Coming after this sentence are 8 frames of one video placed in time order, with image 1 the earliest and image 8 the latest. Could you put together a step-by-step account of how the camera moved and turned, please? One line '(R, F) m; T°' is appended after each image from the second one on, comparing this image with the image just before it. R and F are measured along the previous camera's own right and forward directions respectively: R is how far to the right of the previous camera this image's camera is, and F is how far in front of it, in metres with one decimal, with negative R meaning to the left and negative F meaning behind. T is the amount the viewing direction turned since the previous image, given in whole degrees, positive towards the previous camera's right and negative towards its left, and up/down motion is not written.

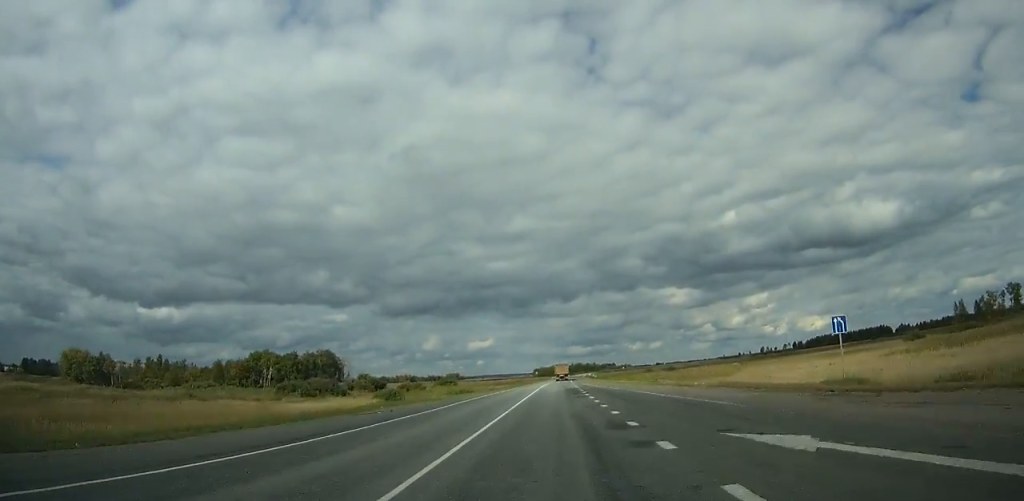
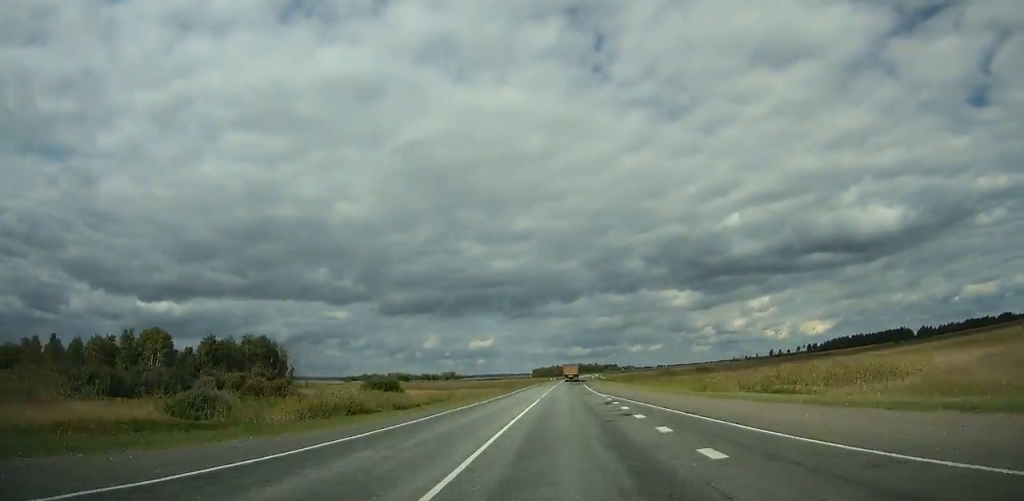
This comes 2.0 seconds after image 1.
(+0.1, +47.3) m; 0°
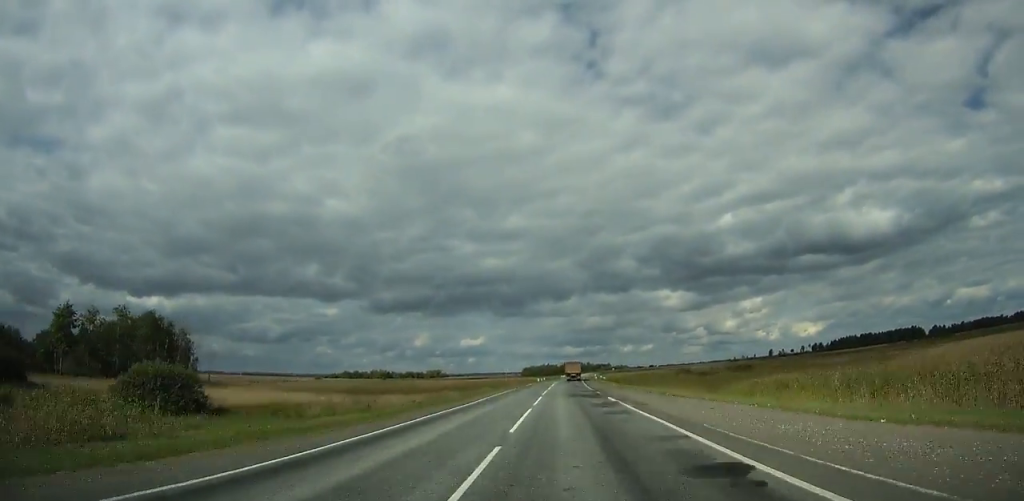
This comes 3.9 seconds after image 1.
(+0.3, +45.3) m; +1°
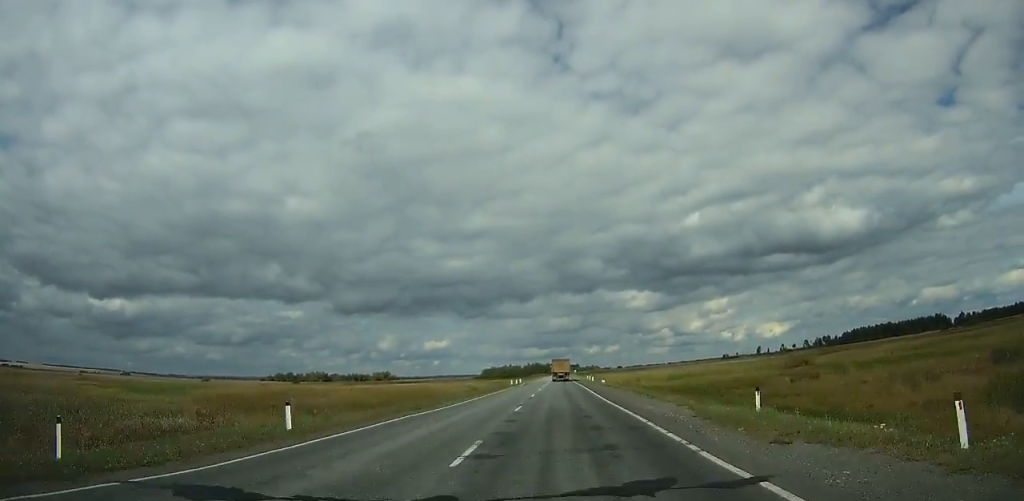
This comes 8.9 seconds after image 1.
(+3.1, +118.5) m; +3°
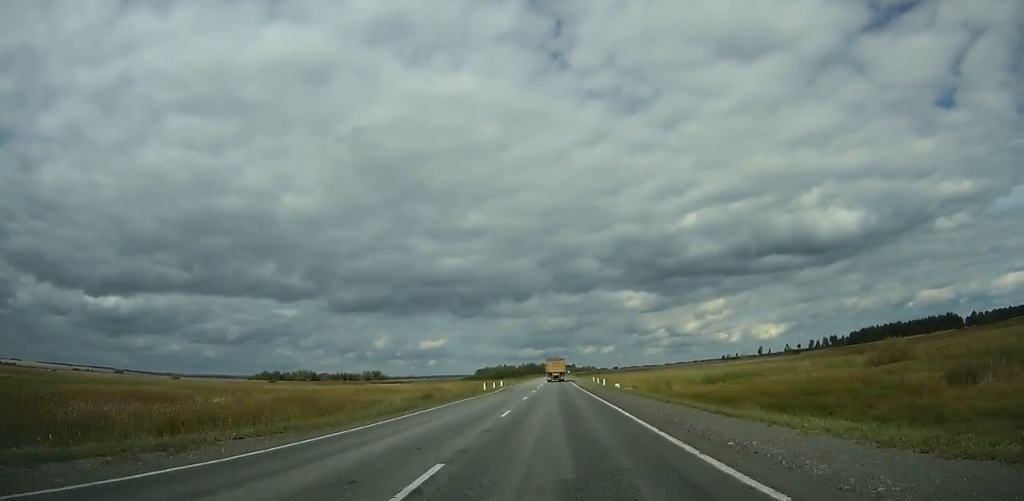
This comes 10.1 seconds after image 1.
(+0.5, +28.1) m; +1°
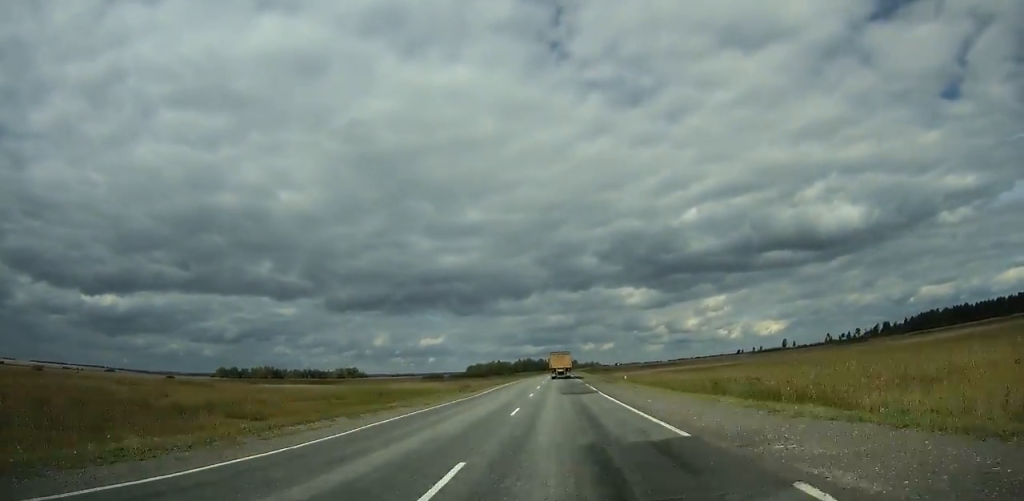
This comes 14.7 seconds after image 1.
(+1.0, +106.7) m; +1°
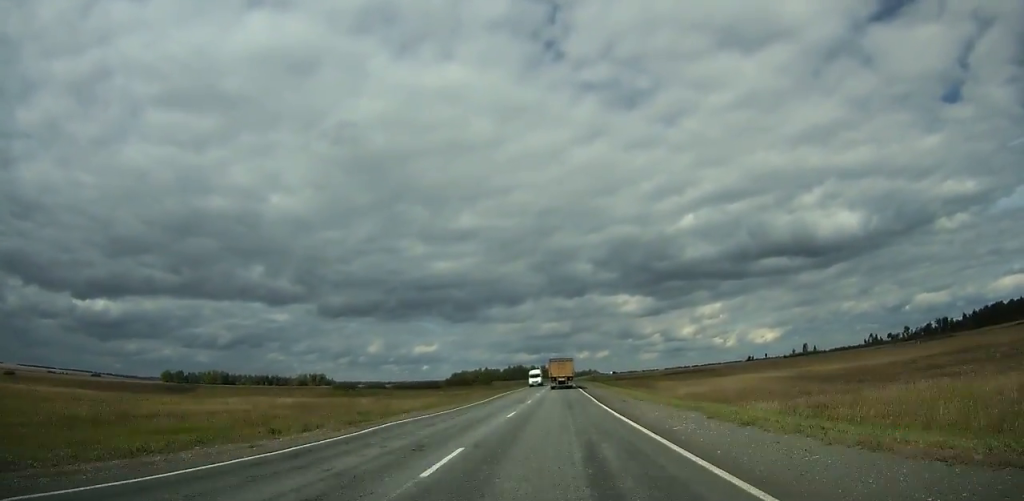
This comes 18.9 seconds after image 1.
(+0.2, +96.5) m; 0°
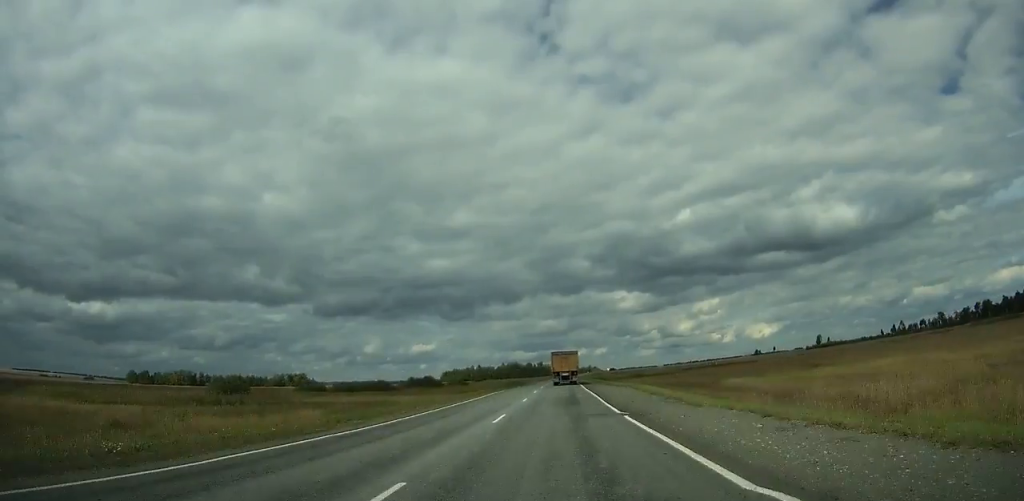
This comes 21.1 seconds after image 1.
(+0.1, +50.7) m; 0°
